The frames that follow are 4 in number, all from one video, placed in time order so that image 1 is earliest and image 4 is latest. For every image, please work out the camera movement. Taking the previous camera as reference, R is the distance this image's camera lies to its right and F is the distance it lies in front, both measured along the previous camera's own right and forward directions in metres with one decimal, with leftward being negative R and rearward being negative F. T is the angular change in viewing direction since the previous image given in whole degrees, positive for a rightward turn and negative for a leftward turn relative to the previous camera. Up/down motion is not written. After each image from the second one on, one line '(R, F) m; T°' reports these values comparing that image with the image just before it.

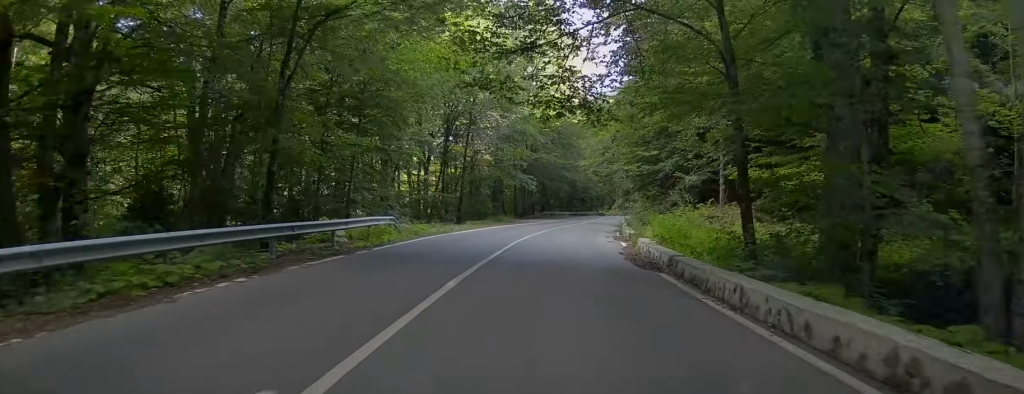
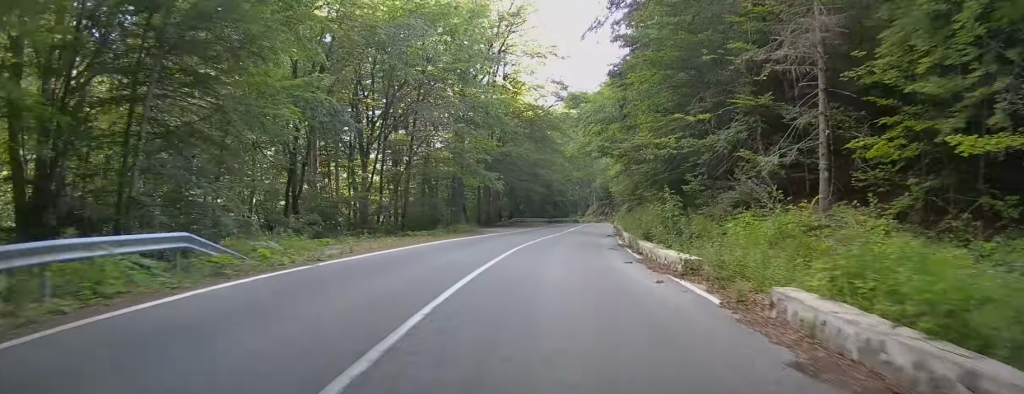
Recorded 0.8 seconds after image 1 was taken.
(+0.7, +13.9) m; +1°
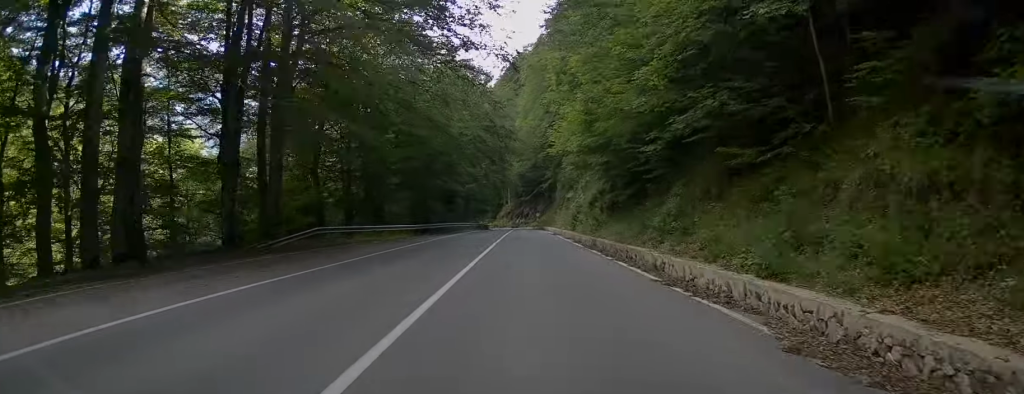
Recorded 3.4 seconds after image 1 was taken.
(+1.2, +48.0) m; +4°
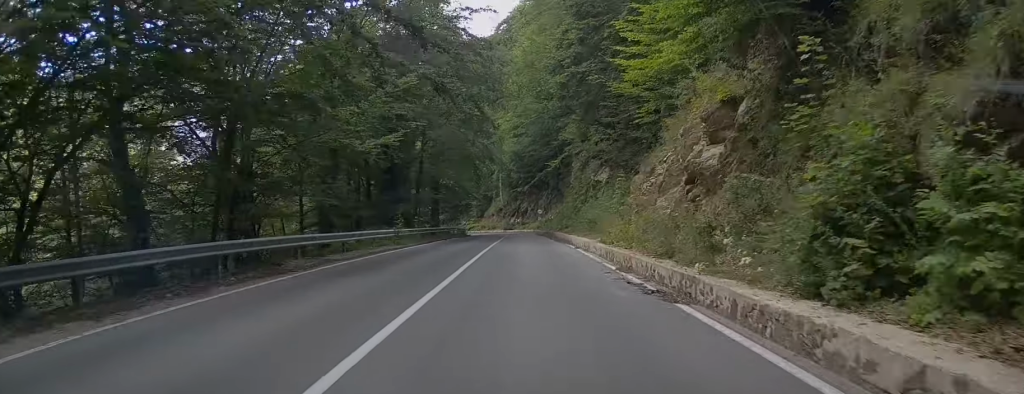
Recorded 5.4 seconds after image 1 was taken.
(+1.1, +35.2) m; +3°
